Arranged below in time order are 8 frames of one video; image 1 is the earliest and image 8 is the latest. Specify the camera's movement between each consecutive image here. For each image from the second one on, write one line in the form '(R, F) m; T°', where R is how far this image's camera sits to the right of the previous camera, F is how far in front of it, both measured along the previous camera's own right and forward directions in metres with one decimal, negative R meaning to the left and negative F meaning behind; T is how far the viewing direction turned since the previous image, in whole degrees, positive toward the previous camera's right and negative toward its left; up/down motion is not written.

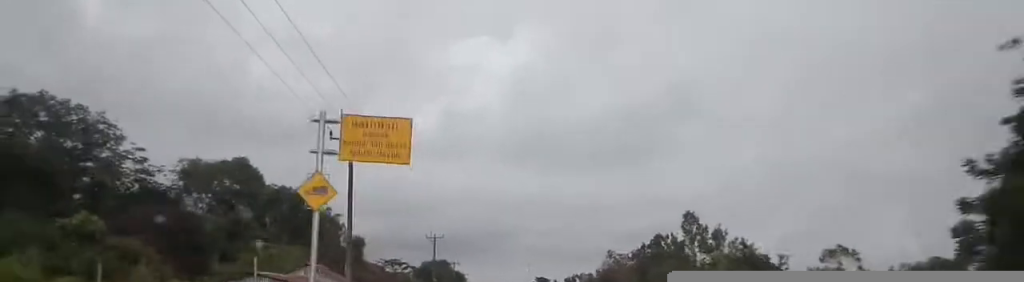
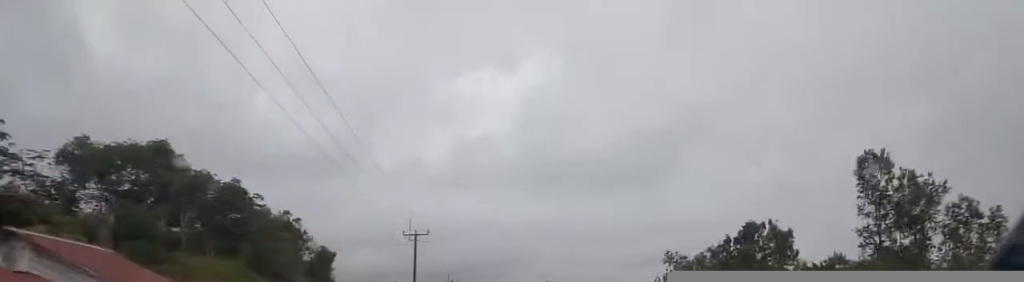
(+1.0, +29.4) m; +3°
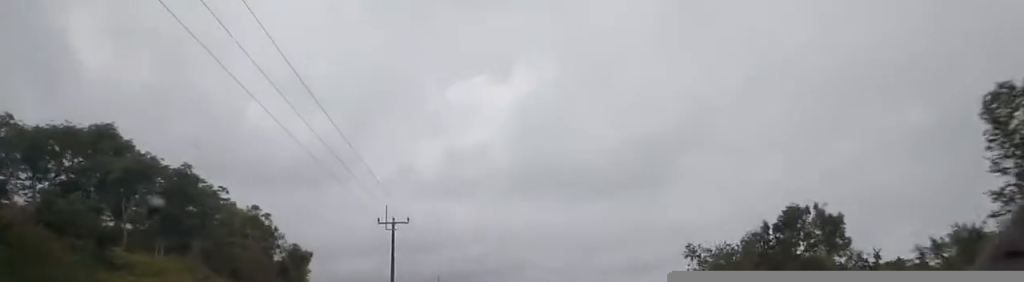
(+0.3, +9.2) m; 0°
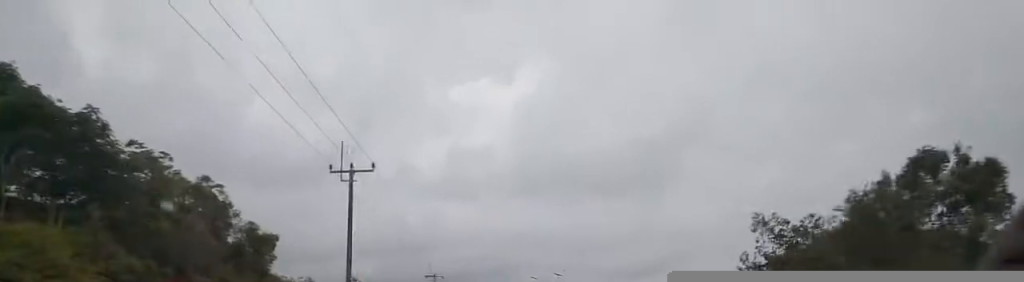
(-0.2, +15.6) m; -2°
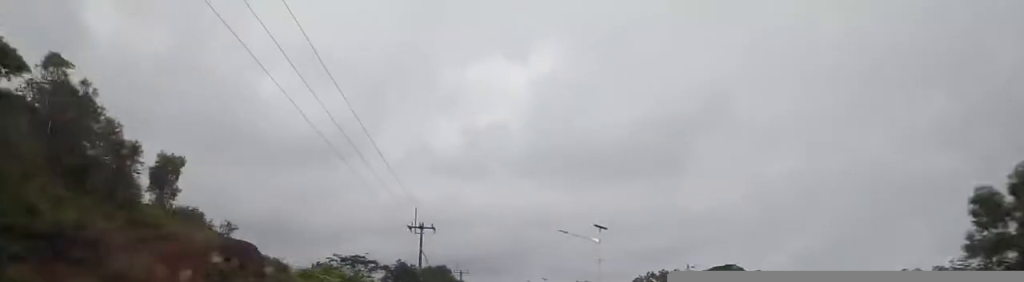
(-0.6, +25.7) m; -2°
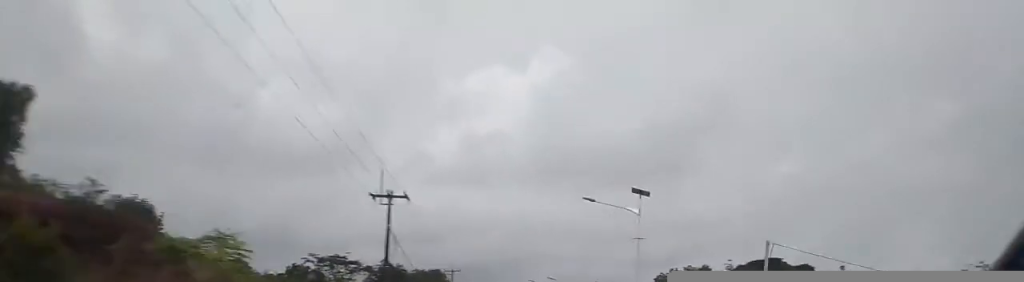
(-0.1, +16.8) m; 0°
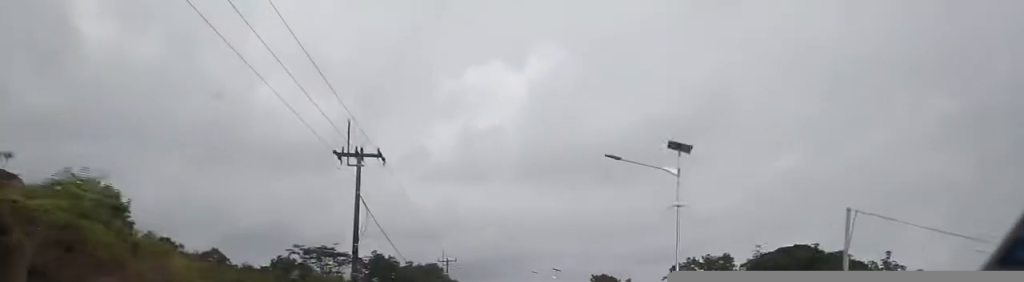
(0.0, +8.7) m; 0°
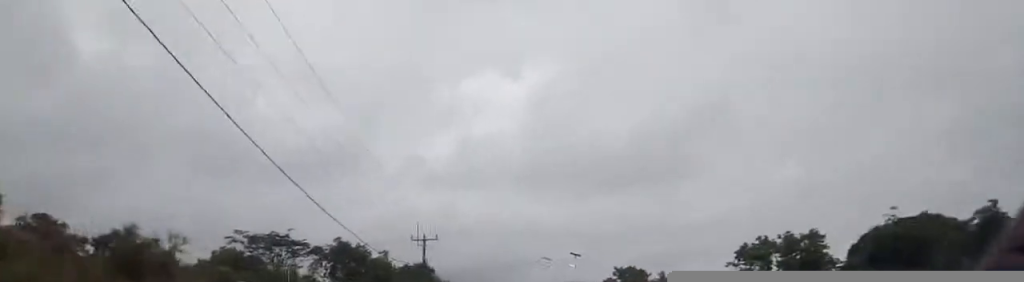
(+0.2, +24.5) m; +2°
